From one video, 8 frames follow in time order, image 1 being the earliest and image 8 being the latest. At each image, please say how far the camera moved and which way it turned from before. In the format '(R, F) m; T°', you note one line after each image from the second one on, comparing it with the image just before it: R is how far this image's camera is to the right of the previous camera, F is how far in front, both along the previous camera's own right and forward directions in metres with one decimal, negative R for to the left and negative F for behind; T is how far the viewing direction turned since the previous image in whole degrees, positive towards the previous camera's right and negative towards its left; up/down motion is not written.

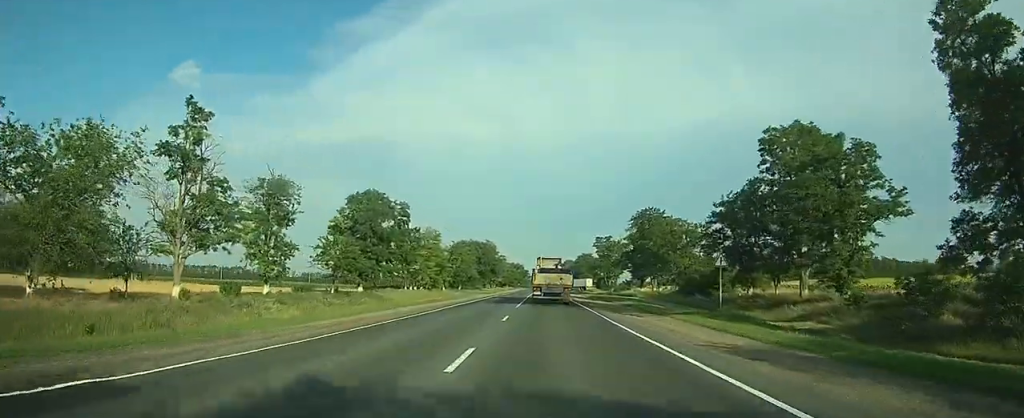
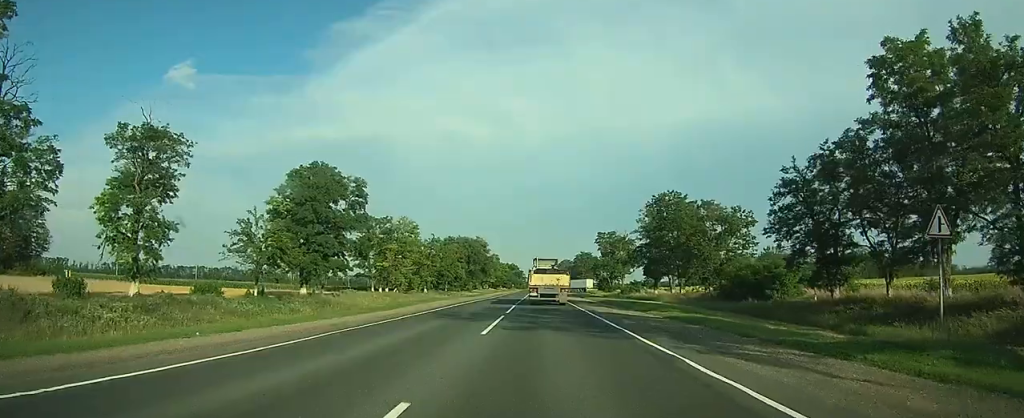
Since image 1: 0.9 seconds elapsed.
(+0.1, +16.9) m; 0°
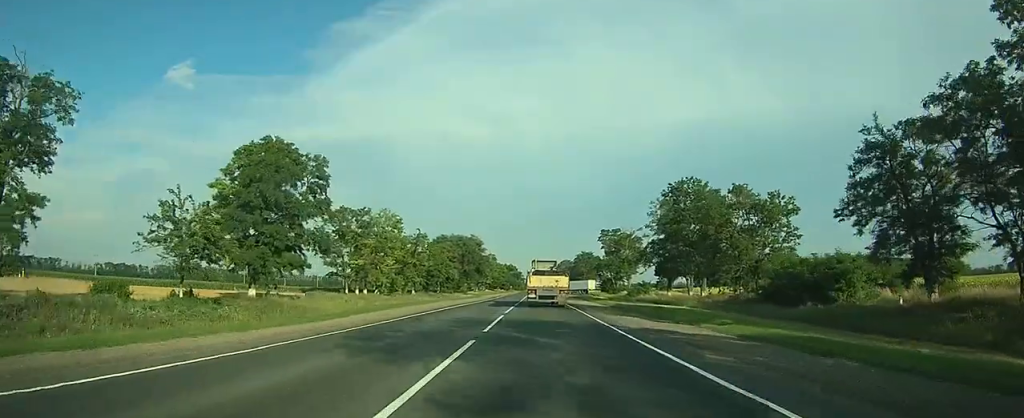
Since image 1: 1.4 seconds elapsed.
(0.0, +10.5) m; 0°
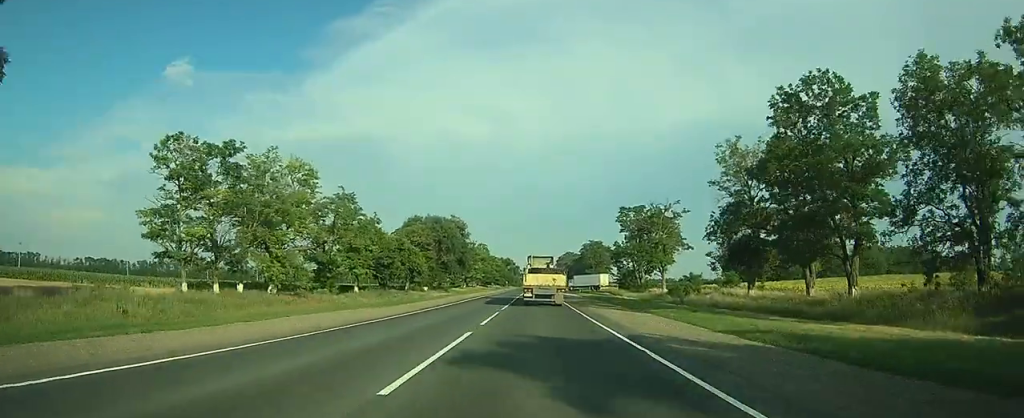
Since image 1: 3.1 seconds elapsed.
(0.0, +33.6) m; 0°
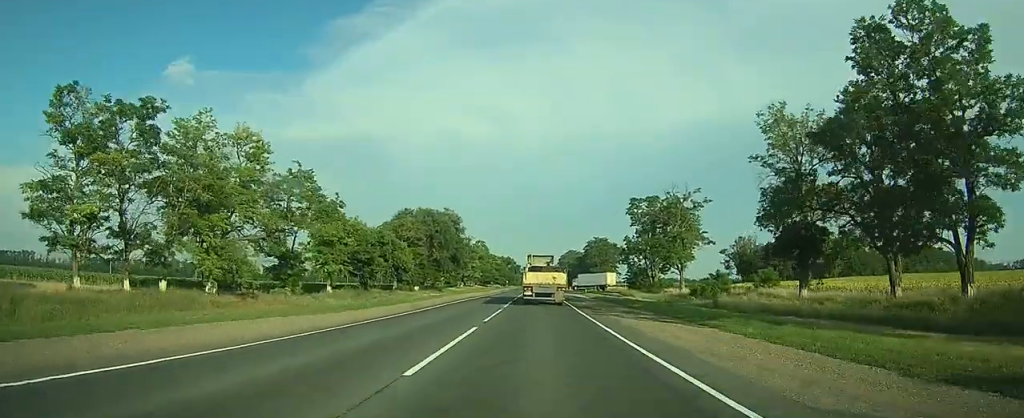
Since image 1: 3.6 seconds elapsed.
(0.0, +10.5) m; 0°
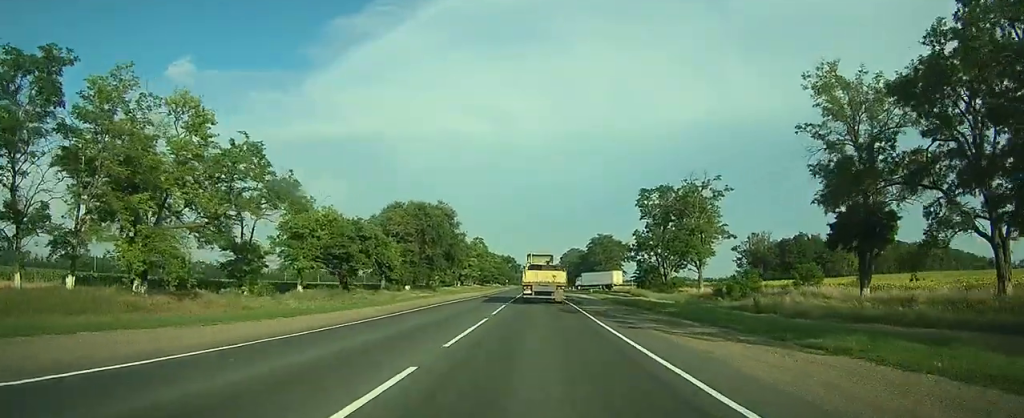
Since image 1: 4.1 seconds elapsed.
(0.0, +8.5) m; 0°
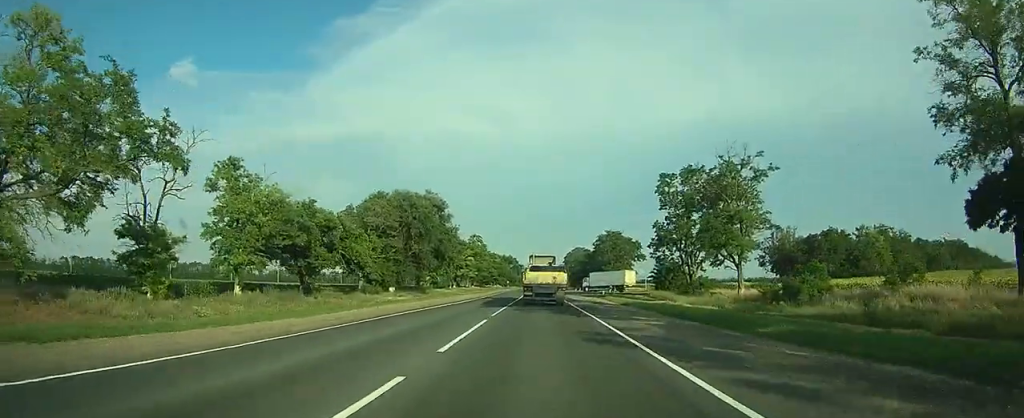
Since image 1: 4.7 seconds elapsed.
(0.0, +13.1) m; 0°
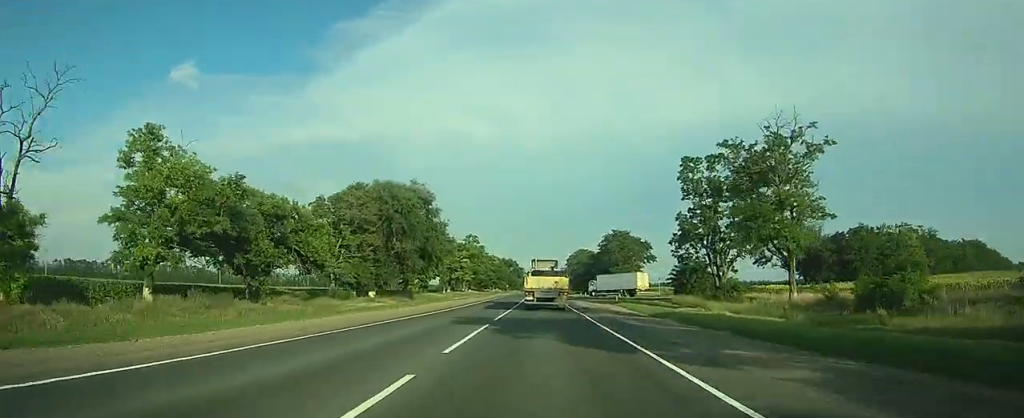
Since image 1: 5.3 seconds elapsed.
(0.0, +11.7) m; 0°
